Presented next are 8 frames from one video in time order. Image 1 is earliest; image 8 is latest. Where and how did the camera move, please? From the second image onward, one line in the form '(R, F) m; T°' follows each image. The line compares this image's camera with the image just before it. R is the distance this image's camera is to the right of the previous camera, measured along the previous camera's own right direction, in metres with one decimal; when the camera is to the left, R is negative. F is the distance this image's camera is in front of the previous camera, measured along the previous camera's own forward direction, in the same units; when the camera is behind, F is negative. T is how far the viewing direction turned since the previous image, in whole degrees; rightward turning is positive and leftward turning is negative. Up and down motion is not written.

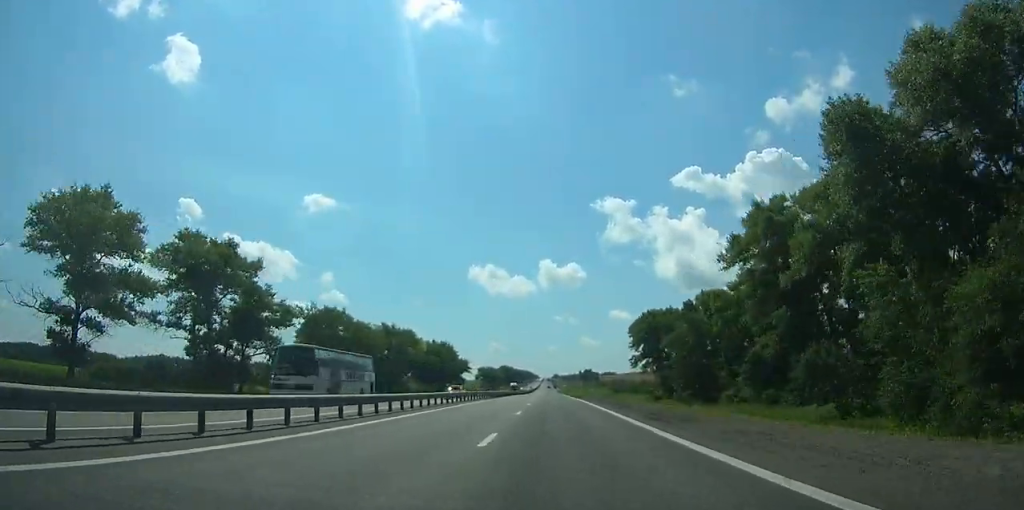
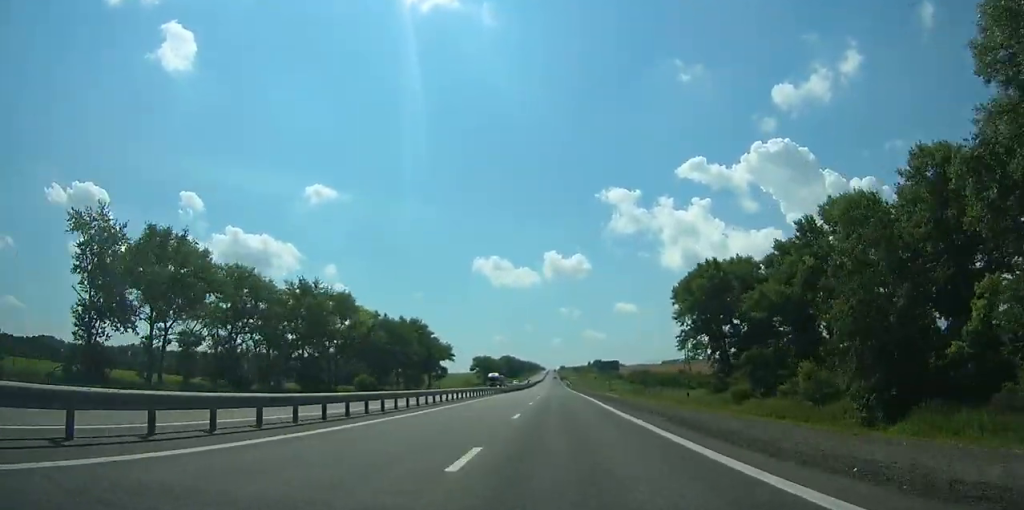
(0.0, +50.4) m; 0°
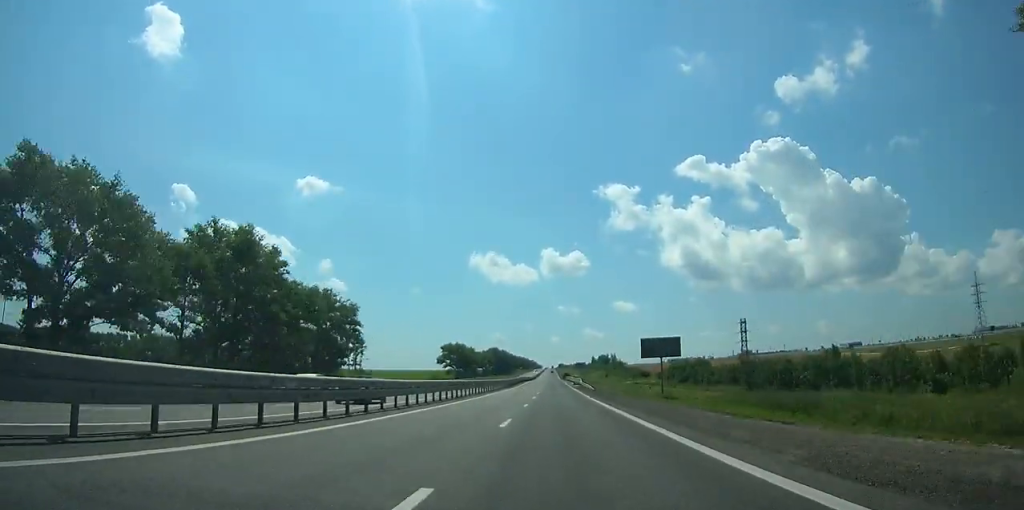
(-0.2, +86.7) m; 0°
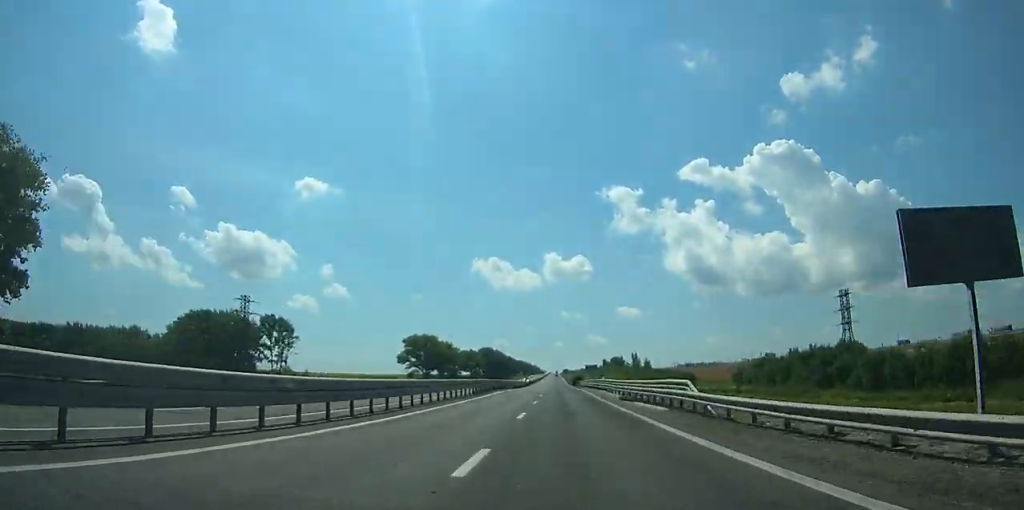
(-0.1, +70.6) m; 0°
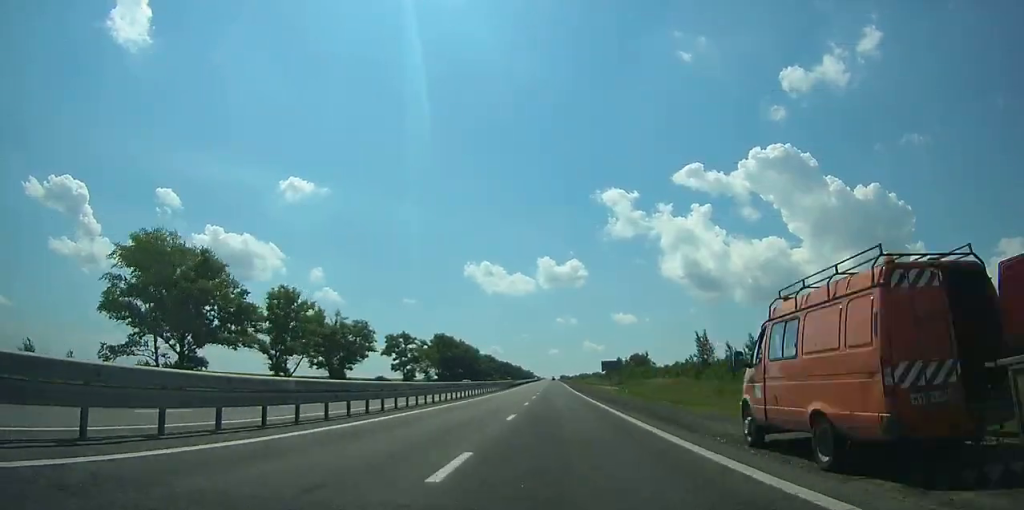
(-0.1, +123.8) m; 0°
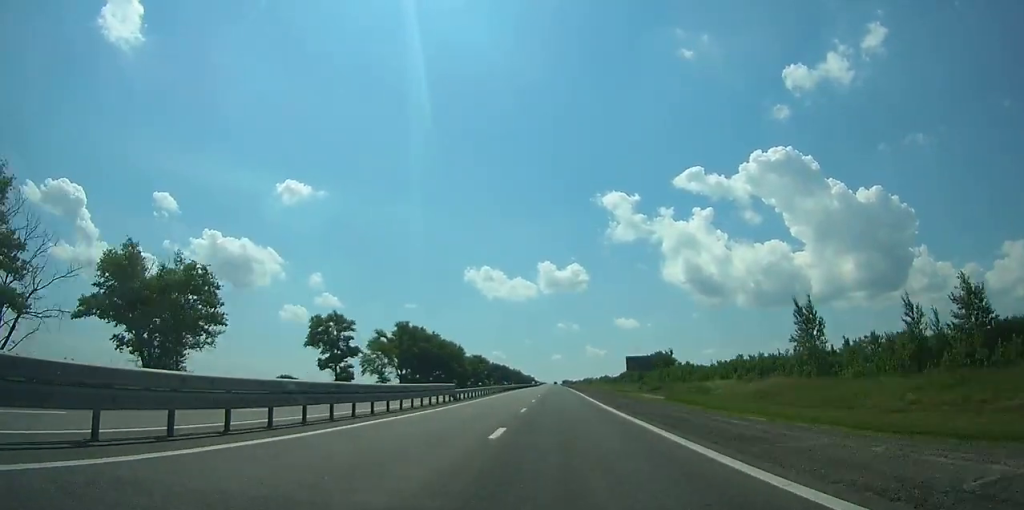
(0.0, +52.8) m; 0°
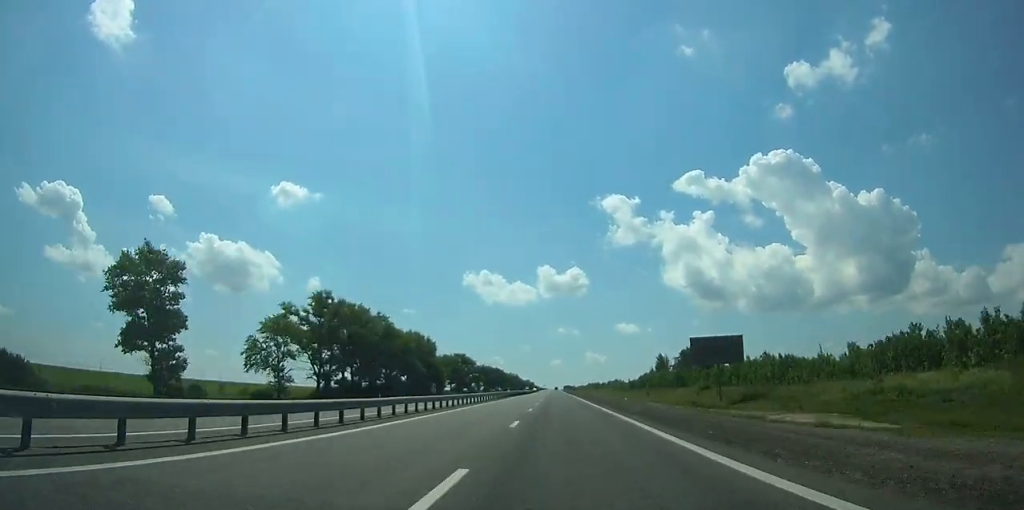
(-0.1, +55.2) m; 0°
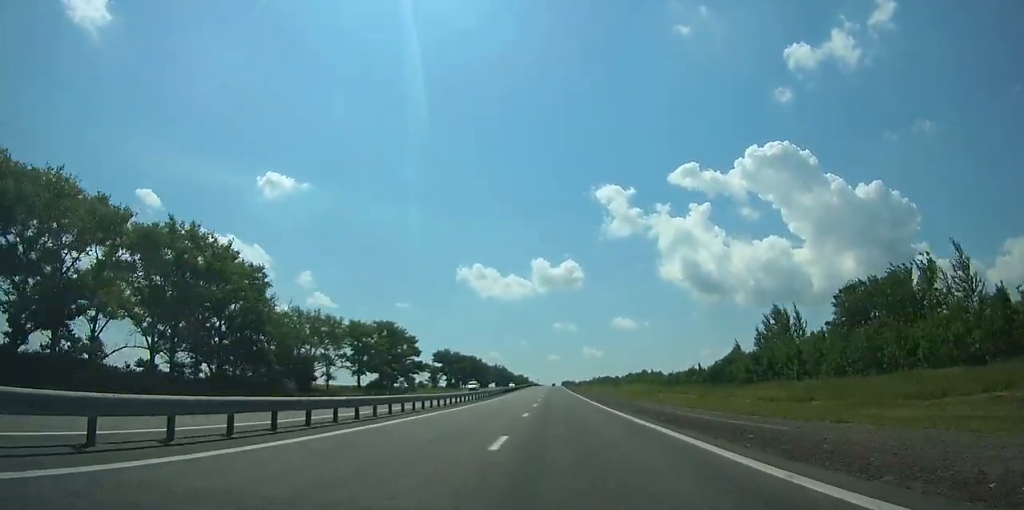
(+0.1, +101.3) m; 0°
